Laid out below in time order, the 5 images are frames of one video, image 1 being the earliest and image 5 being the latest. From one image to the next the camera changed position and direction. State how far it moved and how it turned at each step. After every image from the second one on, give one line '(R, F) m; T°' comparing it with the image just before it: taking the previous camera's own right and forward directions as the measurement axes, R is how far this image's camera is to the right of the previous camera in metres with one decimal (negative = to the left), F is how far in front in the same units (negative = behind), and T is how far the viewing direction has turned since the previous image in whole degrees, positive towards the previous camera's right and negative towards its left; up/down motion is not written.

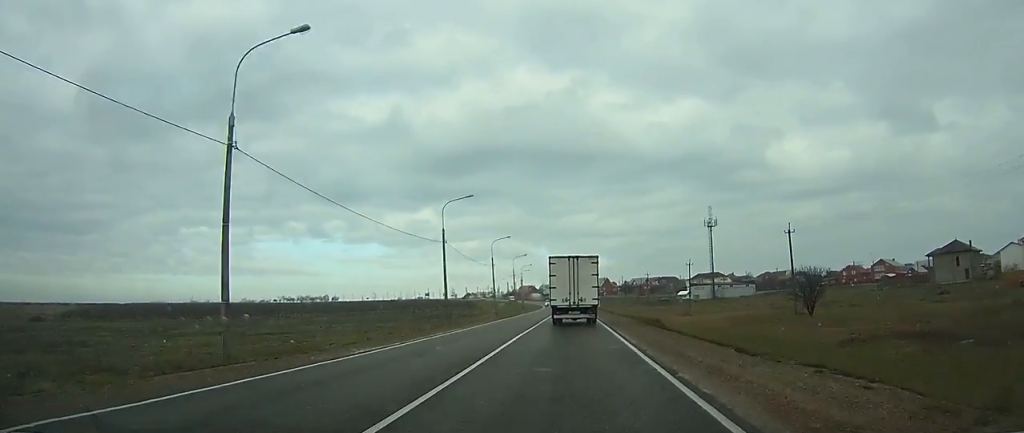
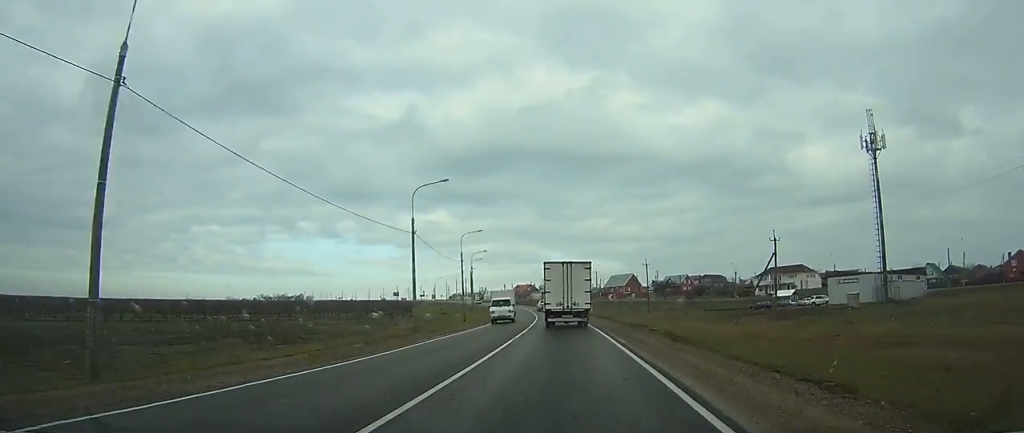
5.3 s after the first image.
(-1.2, +99.6) m; -3°
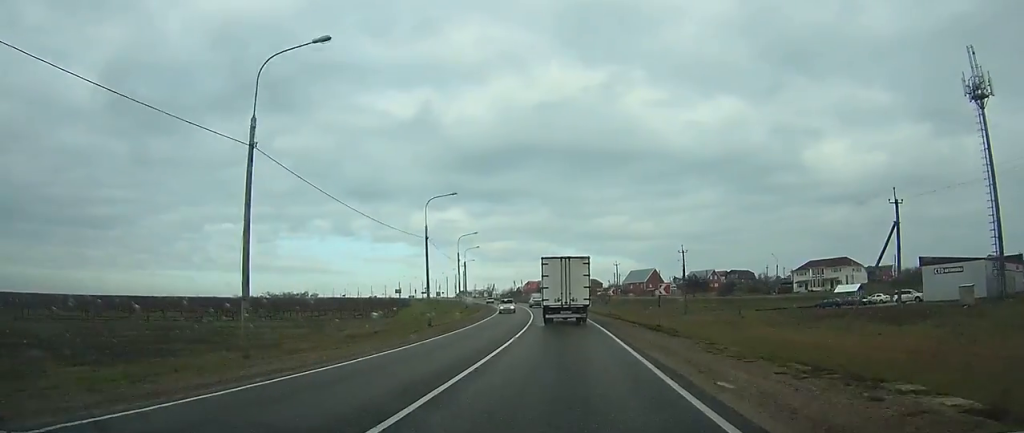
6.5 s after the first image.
(-0.1, +23.0) m; -1°
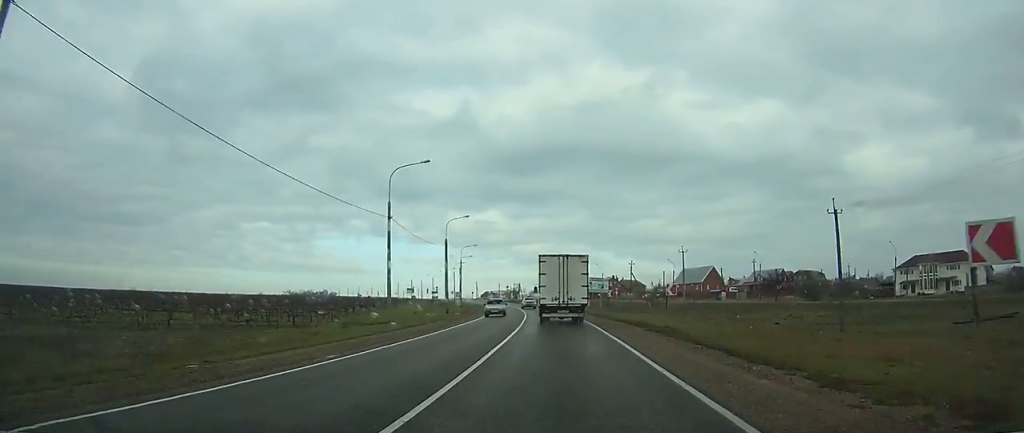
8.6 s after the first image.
(-1.2, +40.8) m; -4°
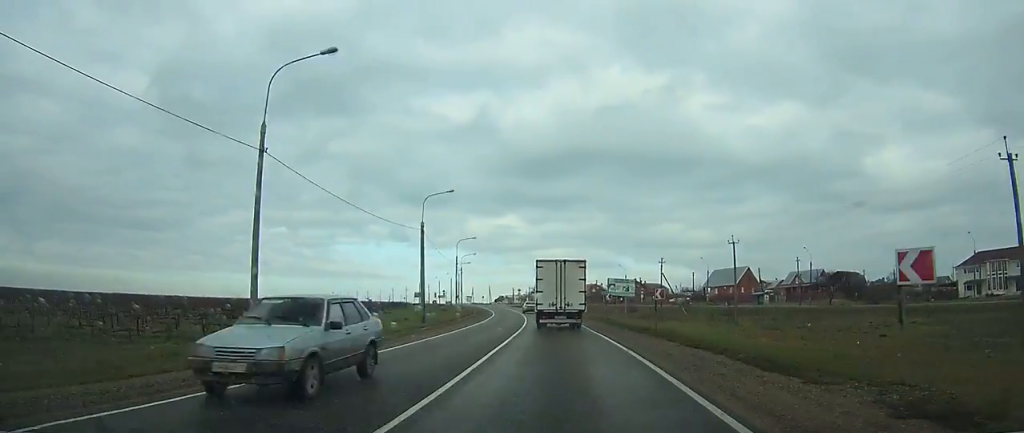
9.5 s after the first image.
(-0.3, +17.8) m; -2°
